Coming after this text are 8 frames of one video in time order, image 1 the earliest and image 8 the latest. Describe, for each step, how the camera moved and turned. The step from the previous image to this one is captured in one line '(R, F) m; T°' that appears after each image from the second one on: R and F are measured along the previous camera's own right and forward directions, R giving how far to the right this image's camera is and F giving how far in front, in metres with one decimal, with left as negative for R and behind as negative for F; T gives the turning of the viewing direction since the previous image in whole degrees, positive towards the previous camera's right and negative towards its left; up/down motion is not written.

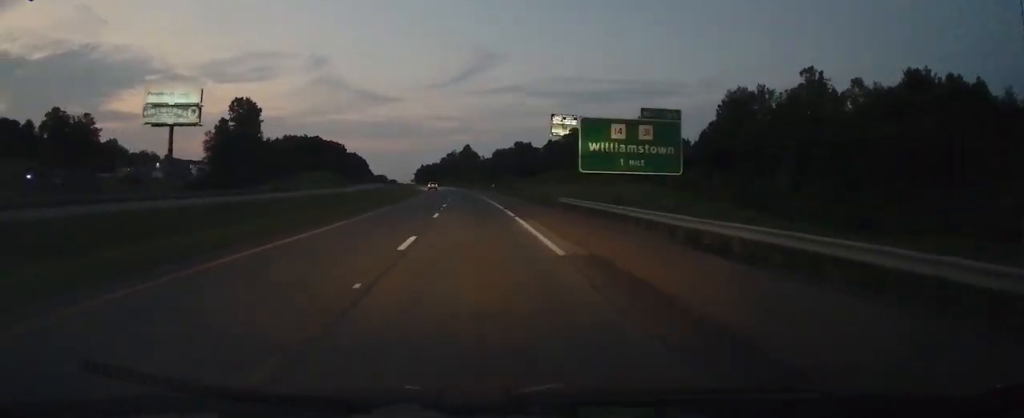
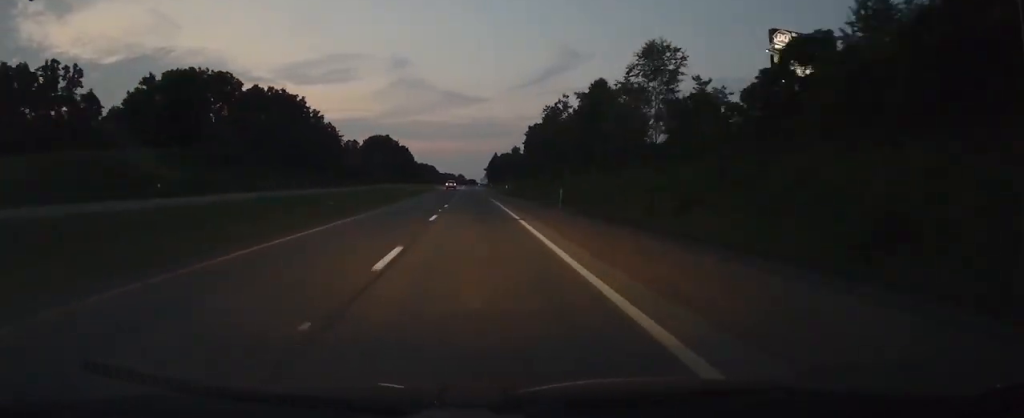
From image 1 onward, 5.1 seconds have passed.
(-12.4, +172.7) m; -6°
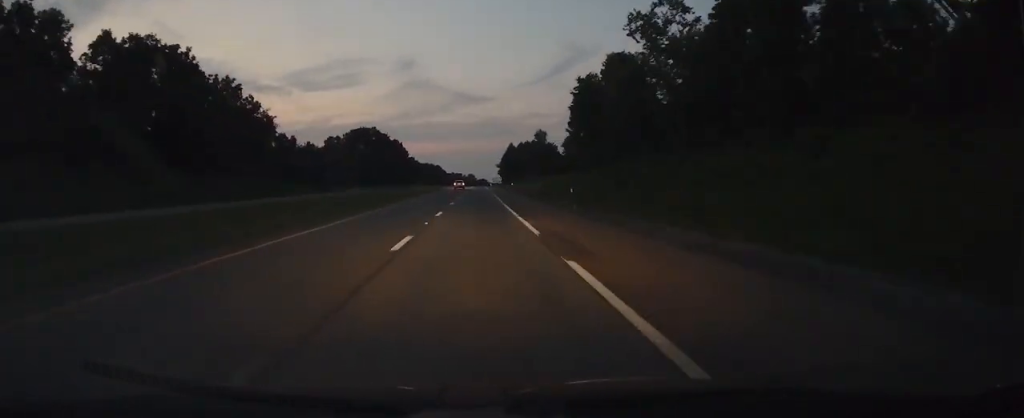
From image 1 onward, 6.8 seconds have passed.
(-1.3, +59.0) m; -1°
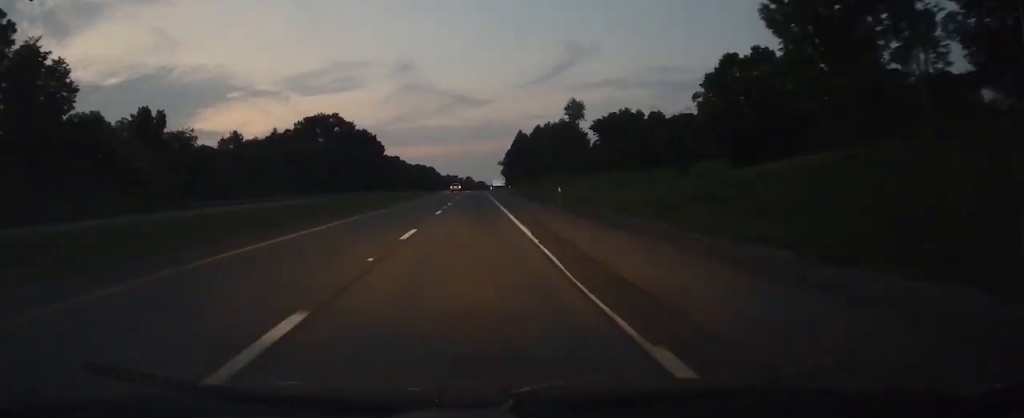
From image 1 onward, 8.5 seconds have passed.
(-0.3, +58.4) m; 0°
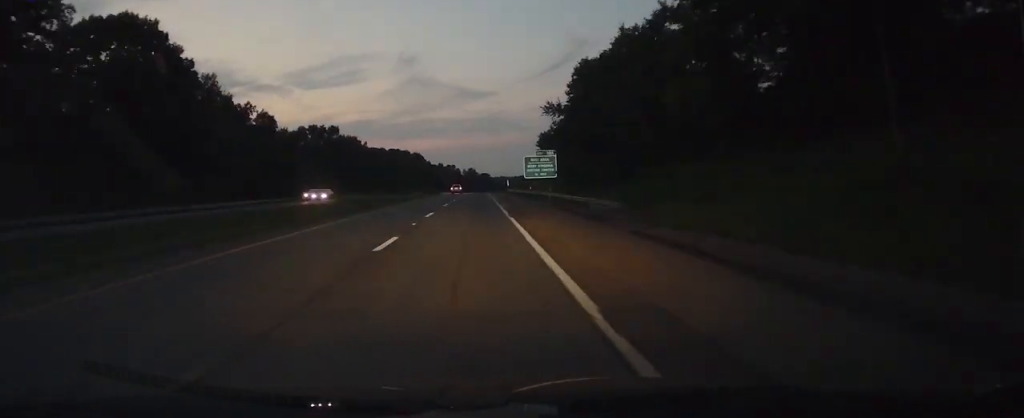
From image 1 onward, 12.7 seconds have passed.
(+0.3, +138.6) m; +1°
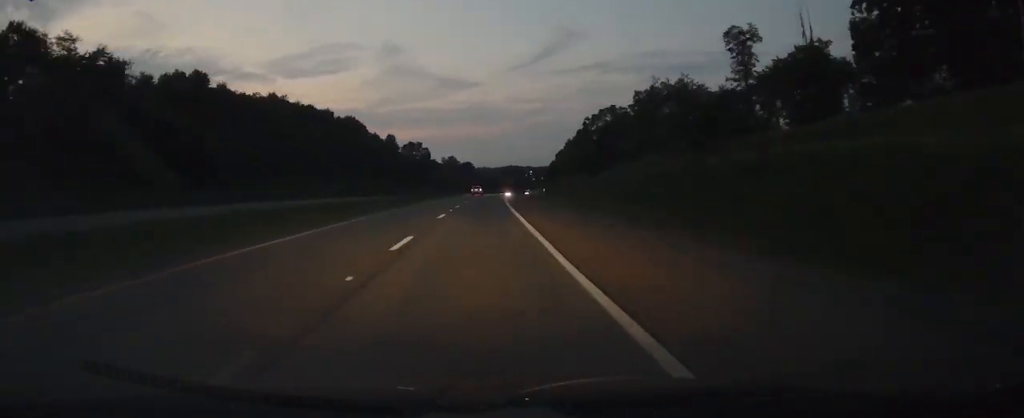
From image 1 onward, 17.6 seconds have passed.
(+2.2, +163.8) m; +3°
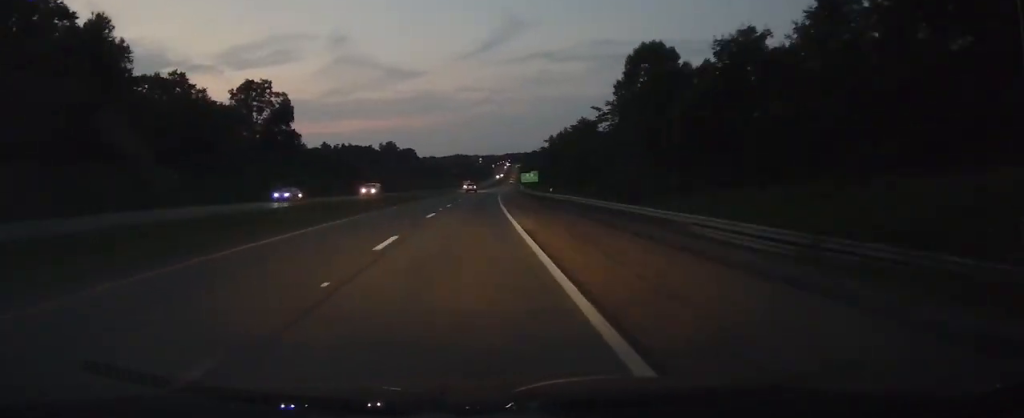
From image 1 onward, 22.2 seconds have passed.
(+5.9, +151.4) m; +5°
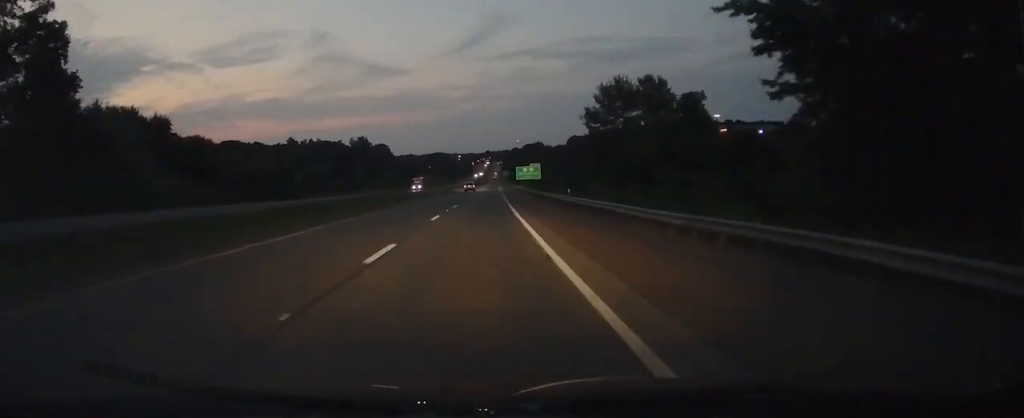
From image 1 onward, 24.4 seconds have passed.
(+1.6, +76.4) m; +2°
